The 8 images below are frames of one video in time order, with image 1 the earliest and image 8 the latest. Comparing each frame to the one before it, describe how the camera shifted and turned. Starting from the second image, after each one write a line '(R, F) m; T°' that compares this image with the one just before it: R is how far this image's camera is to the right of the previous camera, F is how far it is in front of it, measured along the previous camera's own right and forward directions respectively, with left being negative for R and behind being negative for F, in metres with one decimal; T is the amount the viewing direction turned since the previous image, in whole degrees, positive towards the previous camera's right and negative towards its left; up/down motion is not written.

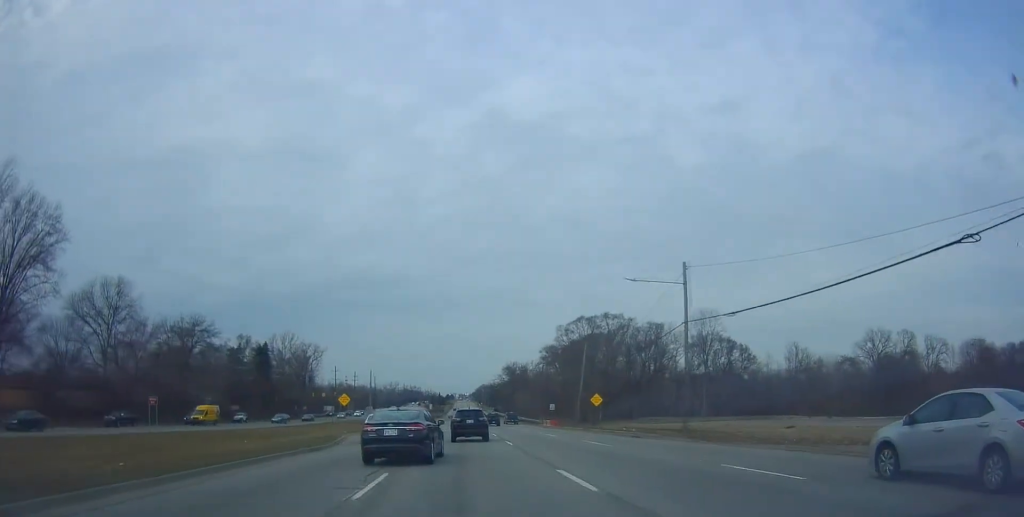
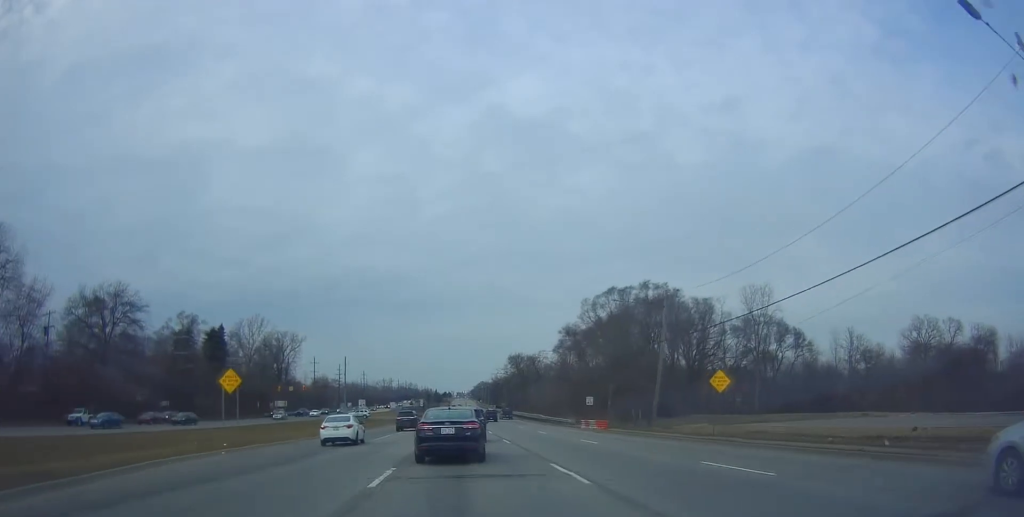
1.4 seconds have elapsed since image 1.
(-0.4, +28.6) m; -3°
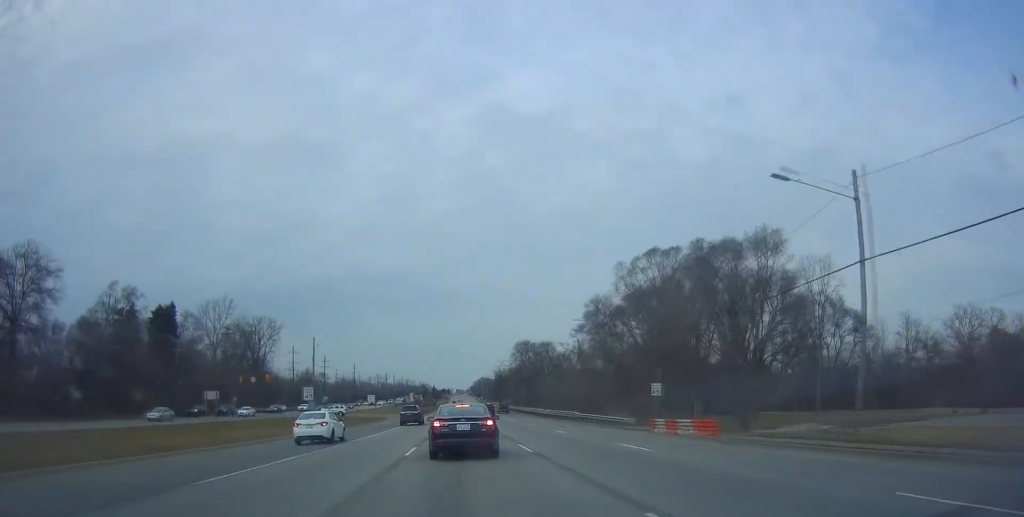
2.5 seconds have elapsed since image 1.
(-0.4, +23.4) m; +1°
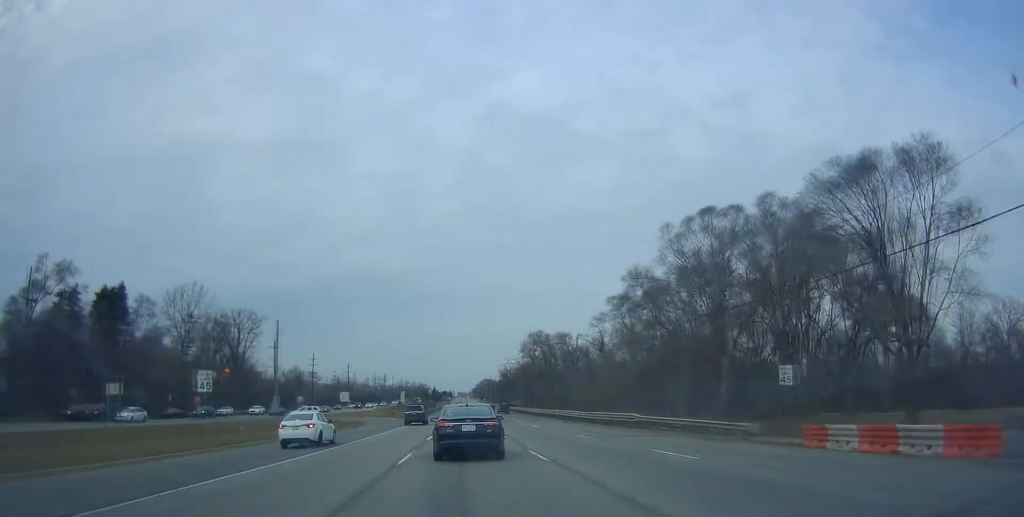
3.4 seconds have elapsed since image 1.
(+0.6, +18.4) m; +2°
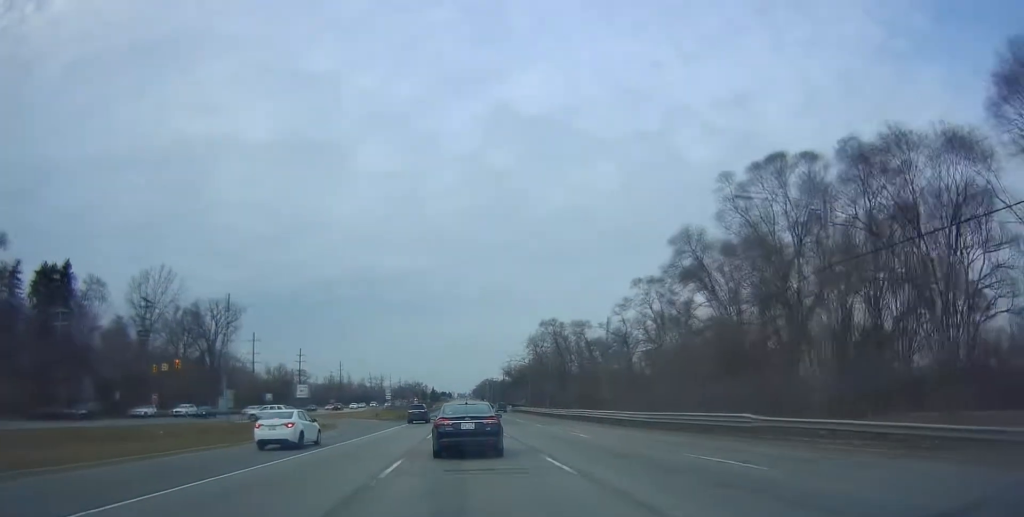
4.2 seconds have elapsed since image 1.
(+0.1, +15.5) m; 0°
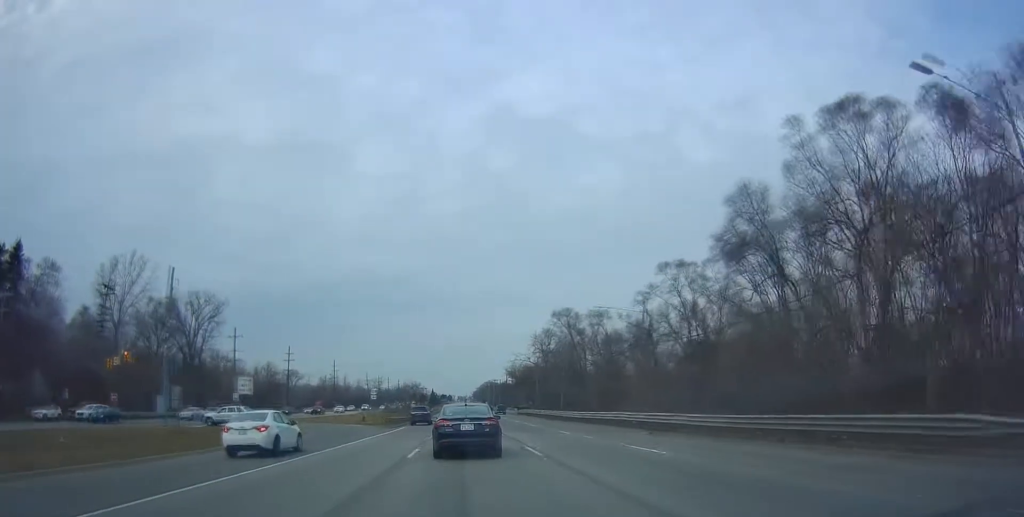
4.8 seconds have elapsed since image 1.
(0.0, +12.0) m; -1°
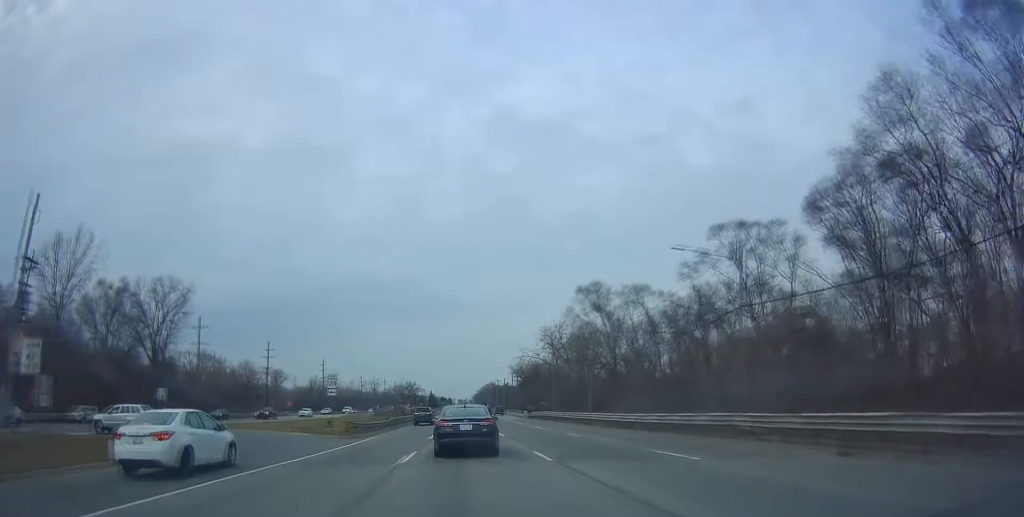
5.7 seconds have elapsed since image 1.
(-0.1, +17.8) m; -2°
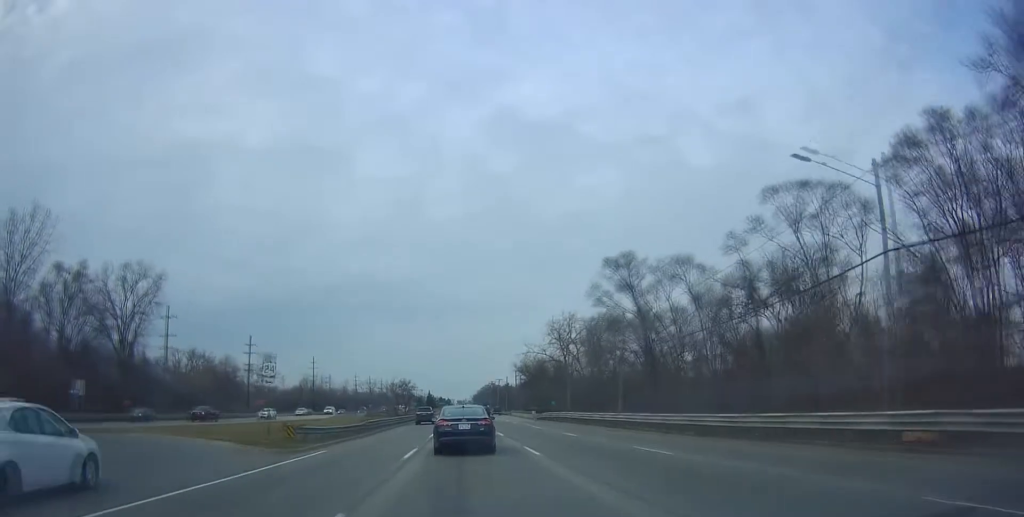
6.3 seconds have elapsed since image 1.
(-0.5, +12.6) m; 0°
